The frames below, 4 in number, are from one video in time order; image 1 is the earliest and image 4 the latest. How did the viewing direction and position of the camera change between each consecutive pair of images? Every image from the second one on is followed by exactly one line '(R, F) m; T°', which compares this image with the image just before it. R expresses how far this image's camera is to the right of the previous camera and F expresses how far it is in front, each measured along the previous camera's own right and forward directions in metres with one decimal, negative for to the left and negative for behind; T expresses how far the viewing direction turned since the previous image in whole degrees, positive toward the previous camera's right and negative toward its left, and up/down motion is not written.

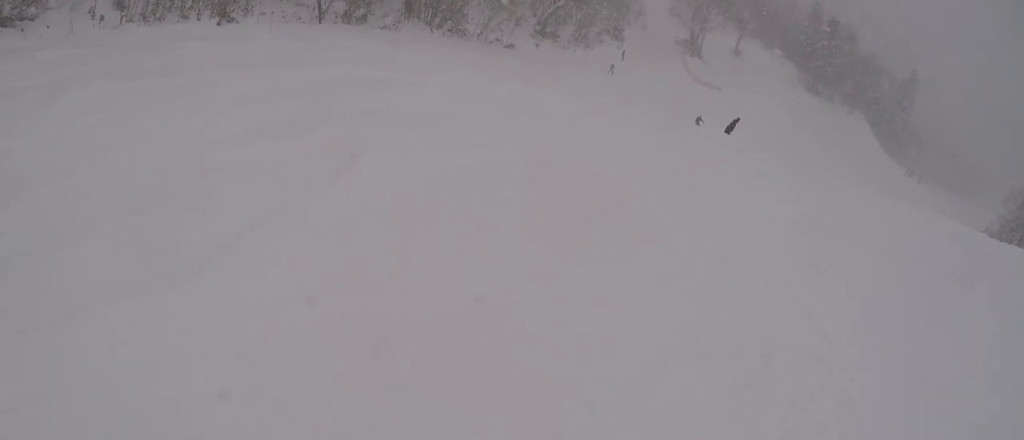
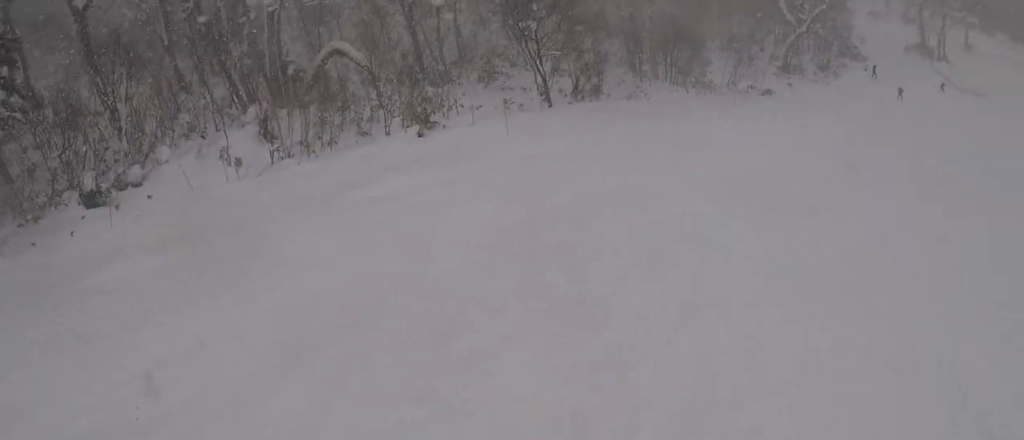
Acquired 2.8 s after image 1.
(-5.5, +15.2) m; -5°
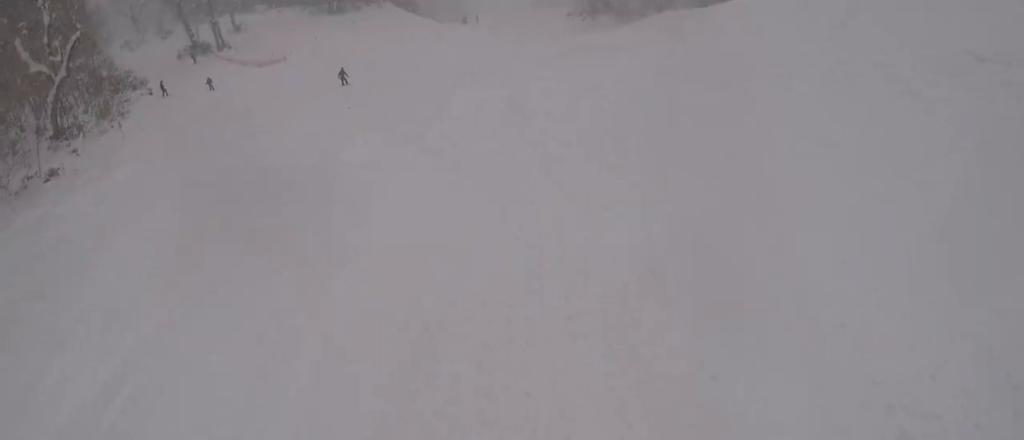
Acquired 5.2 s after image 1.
(+8.0, +10.5) m; +57°
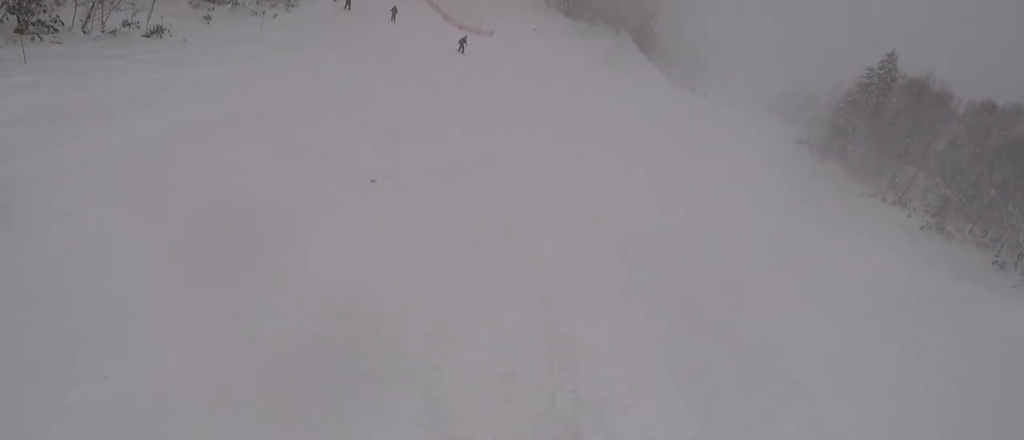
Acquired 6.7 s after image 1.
(-0.1, +9.5) m; -13°
